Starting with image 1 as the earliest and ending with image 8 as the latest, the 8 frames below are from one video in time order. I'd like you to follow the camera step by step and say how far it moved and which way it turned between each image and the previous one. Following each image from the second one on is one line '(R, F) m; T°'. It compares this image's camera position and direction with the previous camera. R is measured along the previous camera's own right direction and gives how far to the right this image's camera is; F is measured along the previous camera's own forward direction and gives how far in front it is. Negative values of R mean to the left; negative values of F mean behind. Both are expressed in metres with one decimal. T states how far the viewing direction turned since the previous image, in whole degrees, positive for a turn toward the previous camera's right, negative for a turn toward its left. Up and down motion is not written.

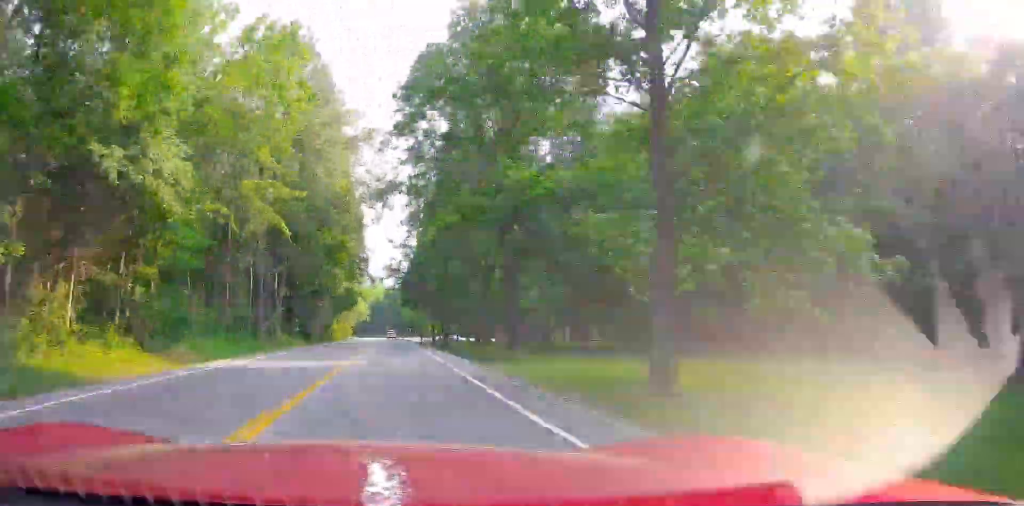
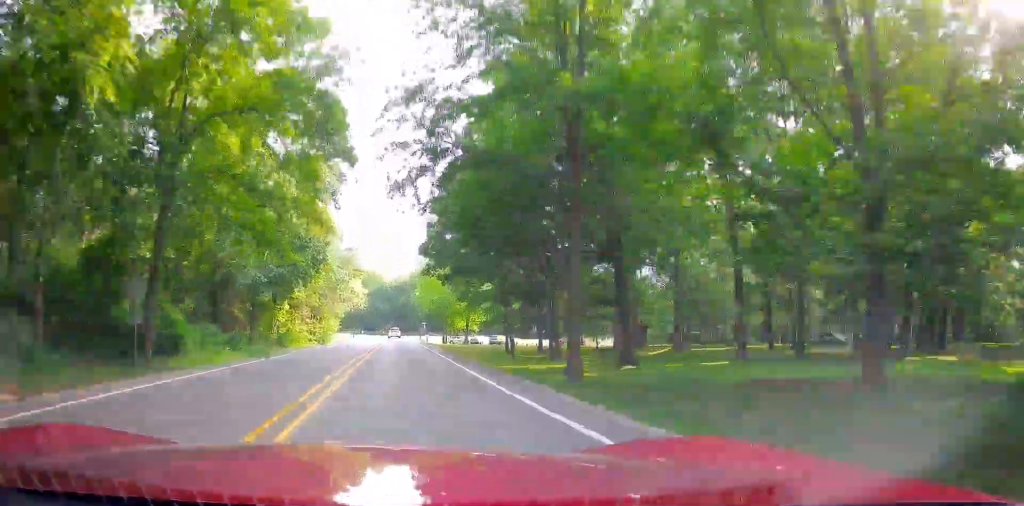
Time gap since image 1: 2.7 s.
(+0.3, +57.1) m; 0°
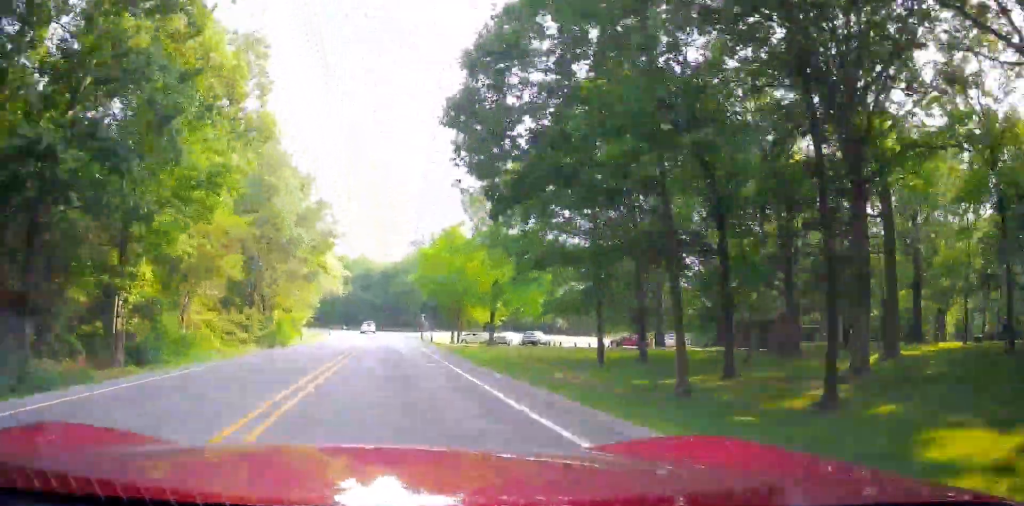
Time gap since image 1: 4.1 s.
(-0.1, +30.9) m; 0°
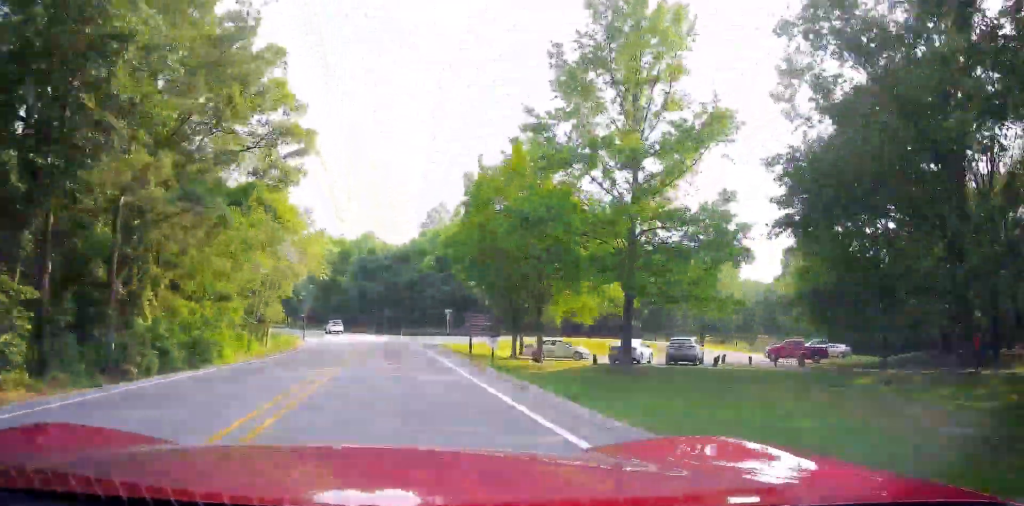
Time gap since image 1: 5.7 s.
(-0.5, +33.4) m; -1°
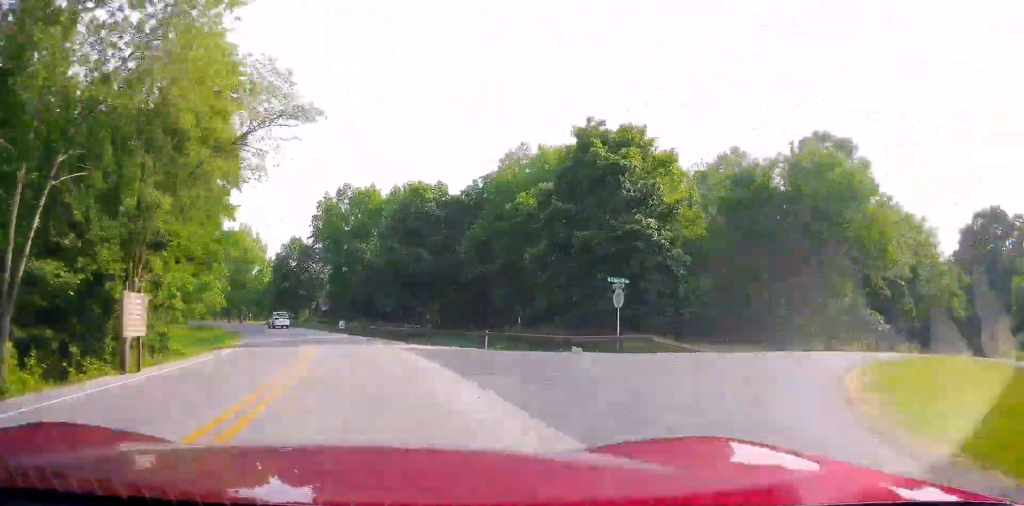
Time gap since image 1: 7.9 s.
(-0.1, +44.8) m; -4°
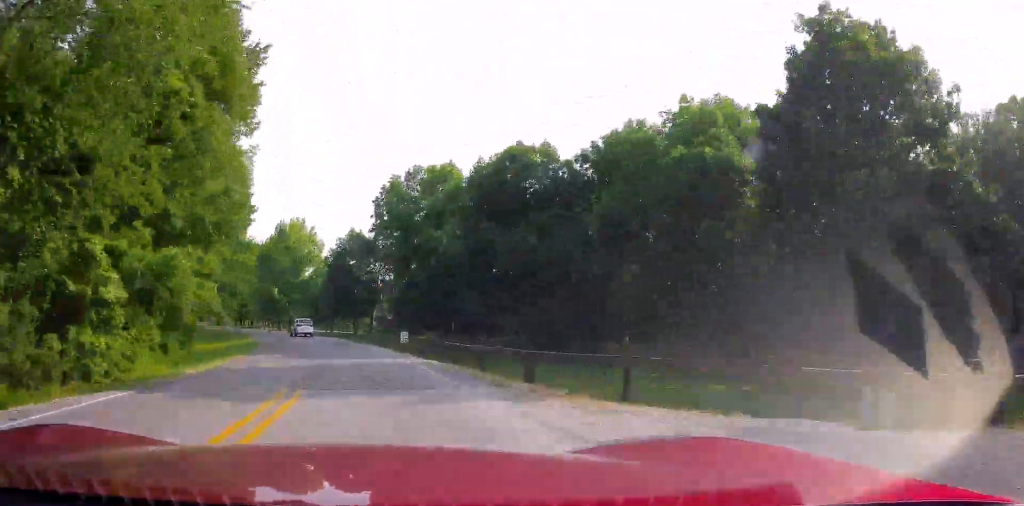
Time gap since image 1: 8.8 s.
(-0.3, +17.1) m; -4°
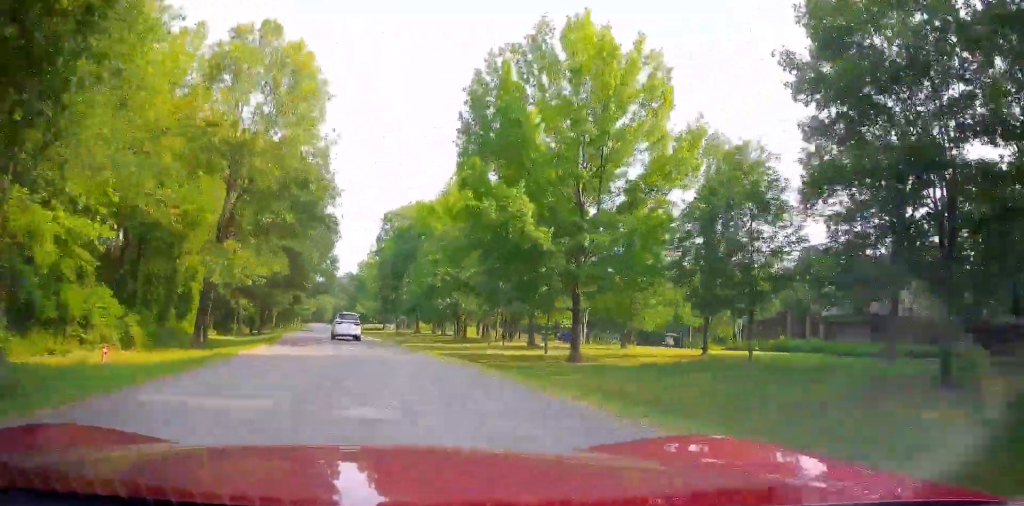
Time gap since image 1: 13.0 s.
(-15.5, +74.1) m; -25°
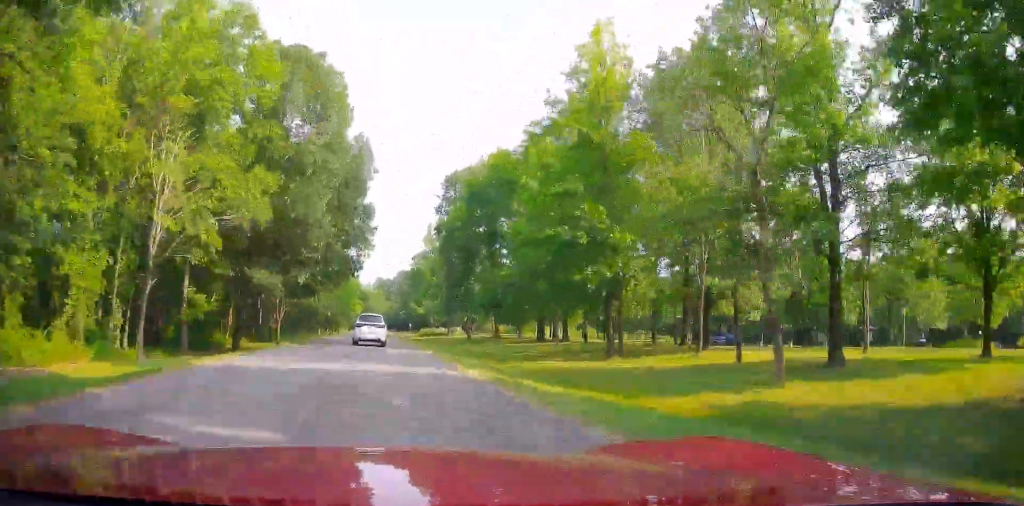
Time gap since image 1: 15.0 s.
(-2.9, +32.2) m; -6°
